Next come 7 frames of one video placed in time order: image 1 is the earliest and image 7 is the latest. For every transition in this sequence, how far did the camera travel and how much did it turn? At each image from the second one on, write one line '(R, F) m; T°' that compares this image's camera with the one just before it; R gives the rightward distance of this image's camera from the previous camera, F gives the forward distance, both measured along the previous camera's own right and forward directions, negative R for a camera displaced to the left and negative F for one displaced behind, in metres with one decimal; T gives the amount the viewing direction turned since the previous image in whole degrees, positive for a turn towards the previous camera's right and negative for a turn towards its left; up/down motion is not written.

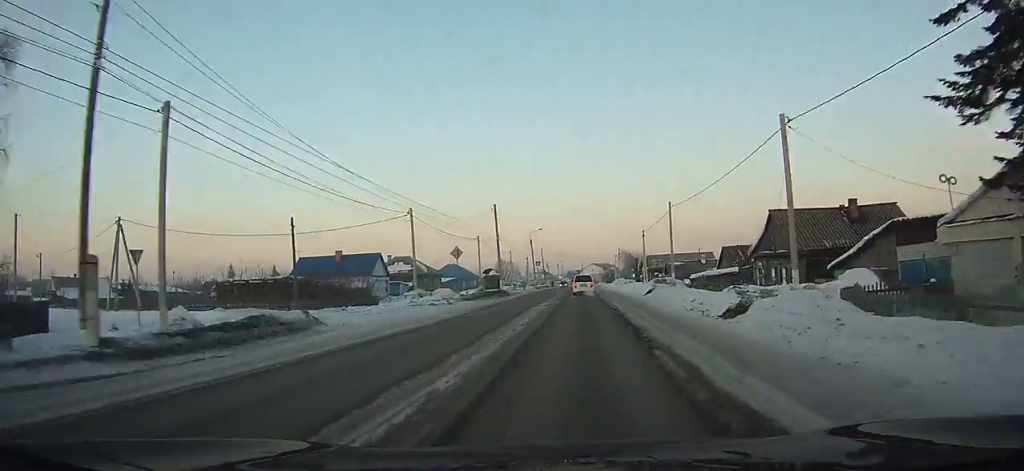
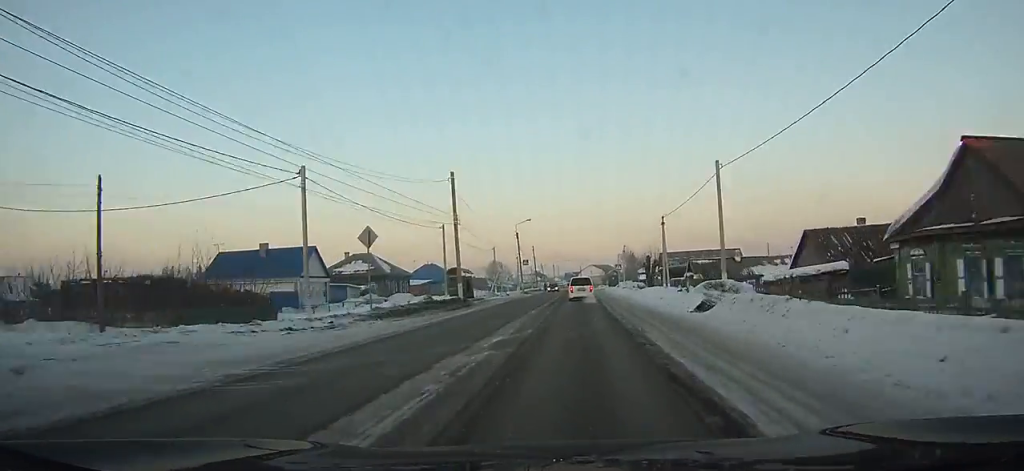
(+0.1, +16.7) m; 0°
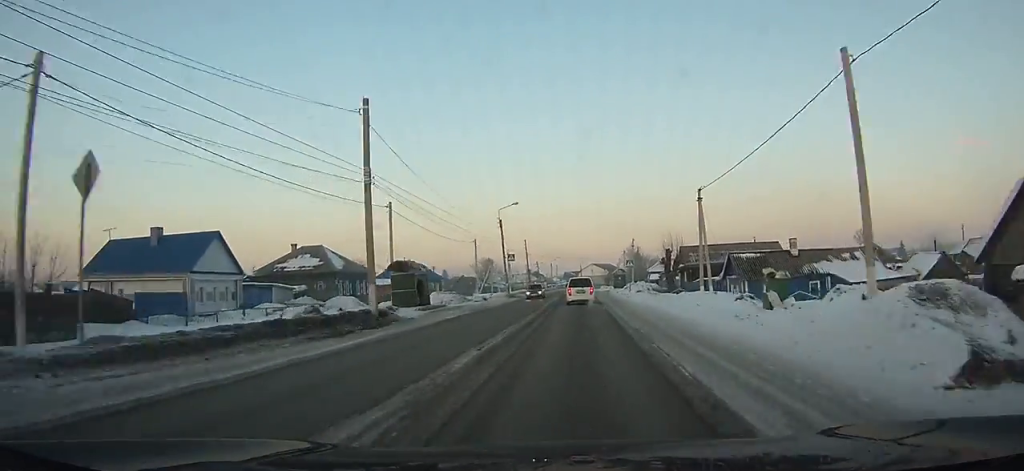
(0.0, +16.7) m; 0°
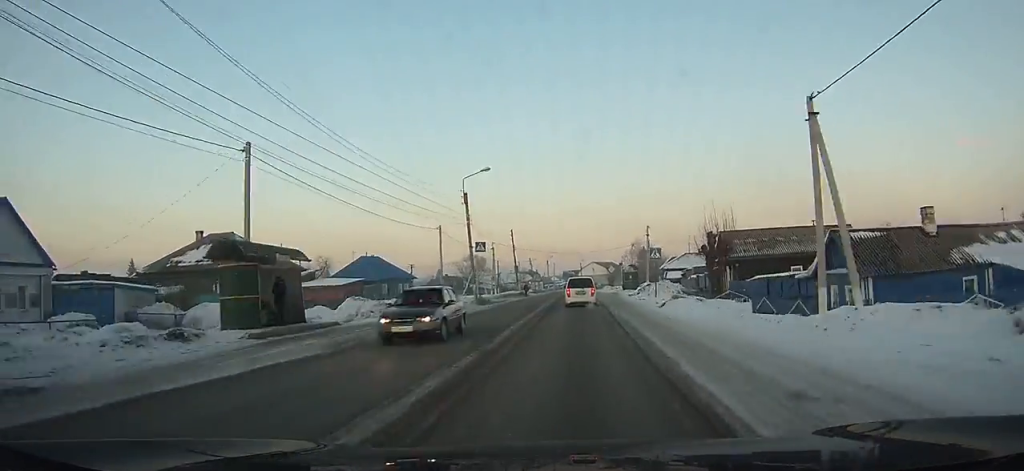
(+0.1, +17.8) m; 0°
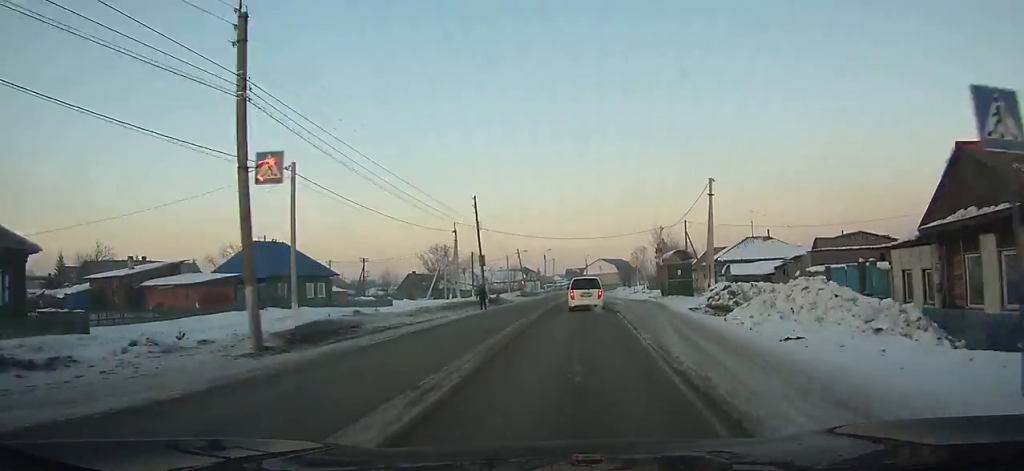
(0.0, +29.2) m; 0°
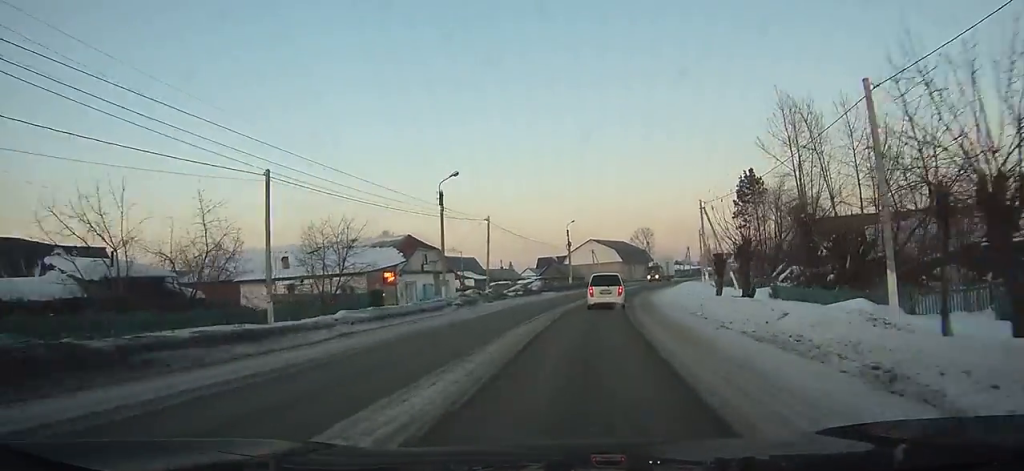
(+0.2, +76.9) m; +3°
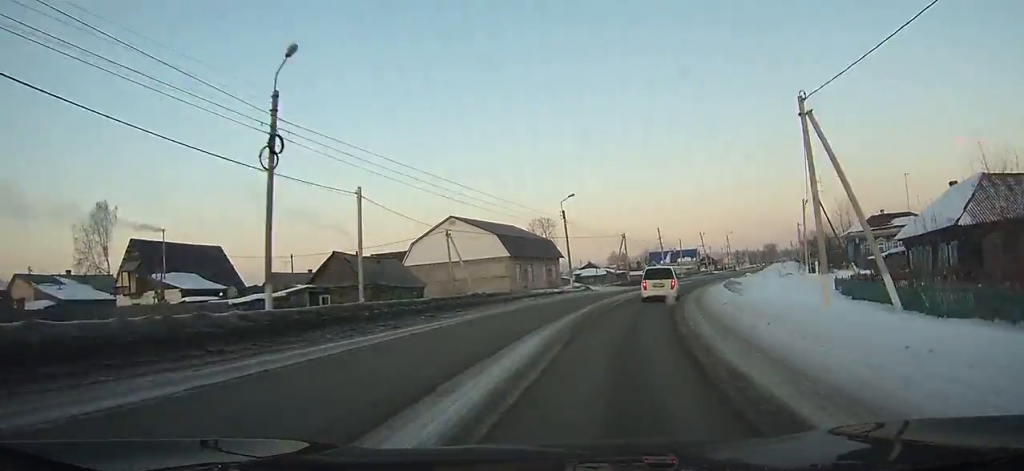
(+4.7, +56.4) m; +11°
